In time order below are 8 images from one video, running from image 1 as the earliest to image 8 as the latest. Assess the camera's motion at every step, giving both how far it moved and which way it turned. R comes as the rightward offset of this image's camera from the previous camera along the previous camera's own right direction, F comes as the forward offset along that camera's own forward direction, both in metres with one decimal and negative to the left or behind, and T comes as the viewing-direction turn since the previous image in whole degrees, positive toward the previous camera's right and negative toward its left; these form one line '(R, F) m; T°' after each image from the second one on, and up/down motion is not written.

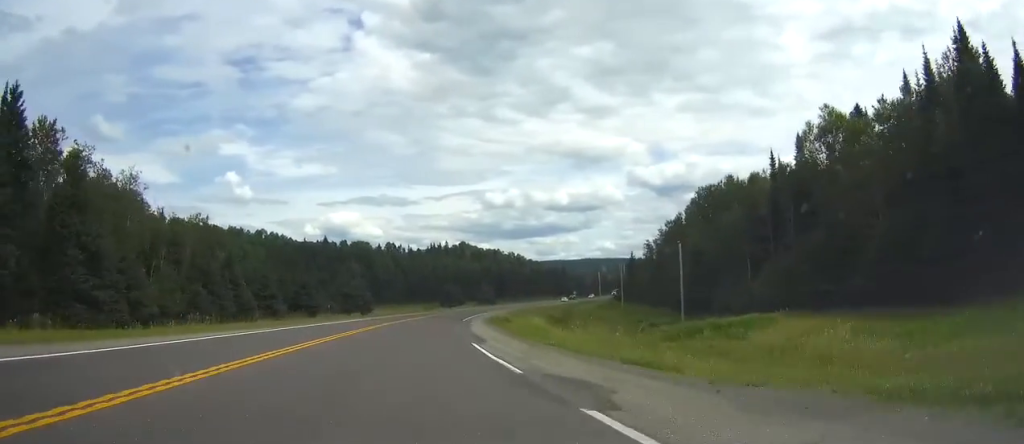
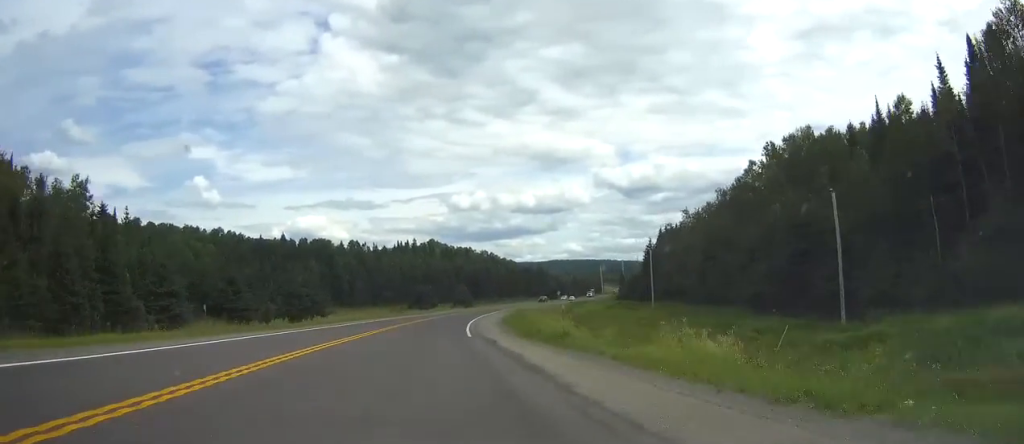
(+3.2, +31.6) m; +9°
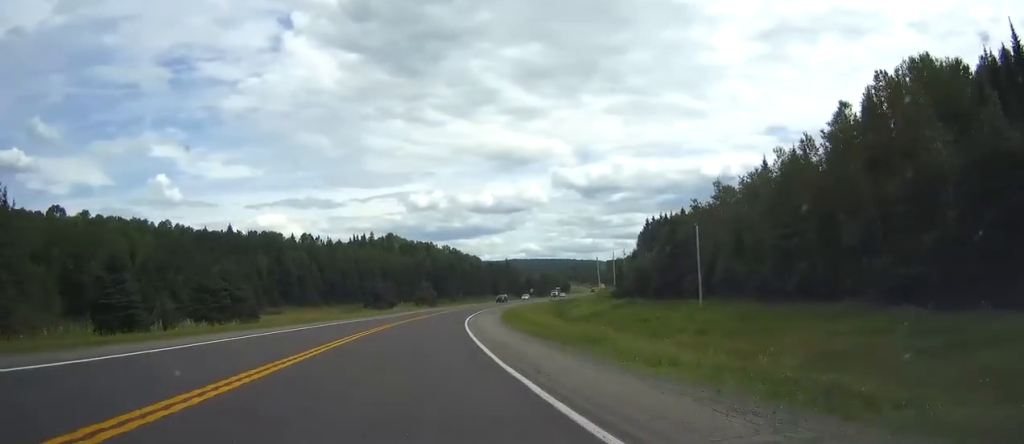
(+1.5, +28.8) m; +3°
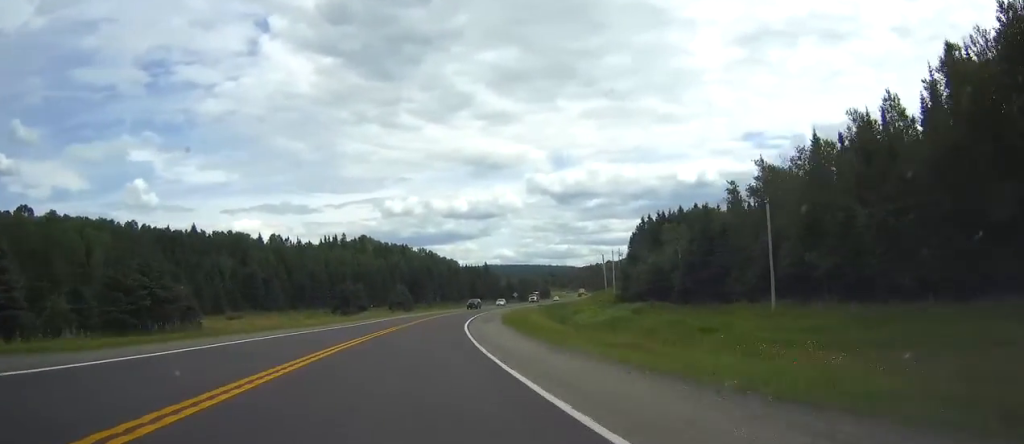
(0.0, +19.5) m; 0°
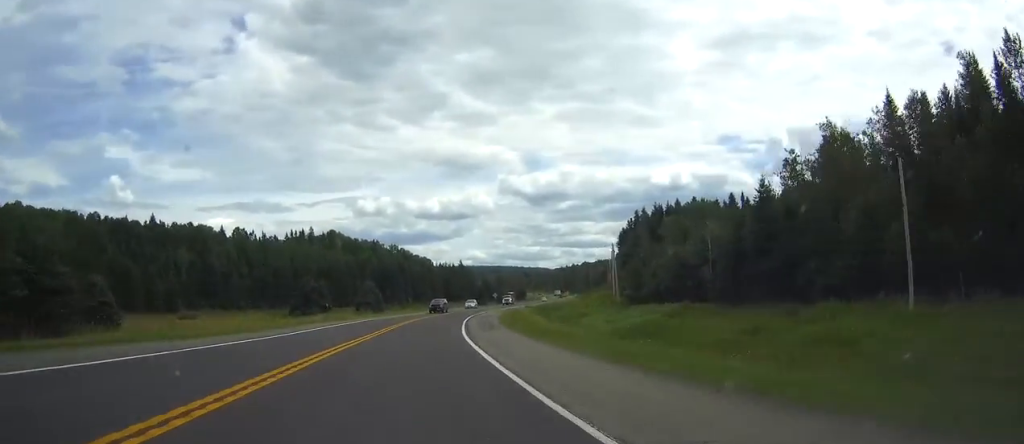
(0.0, +19.5) m; 0°
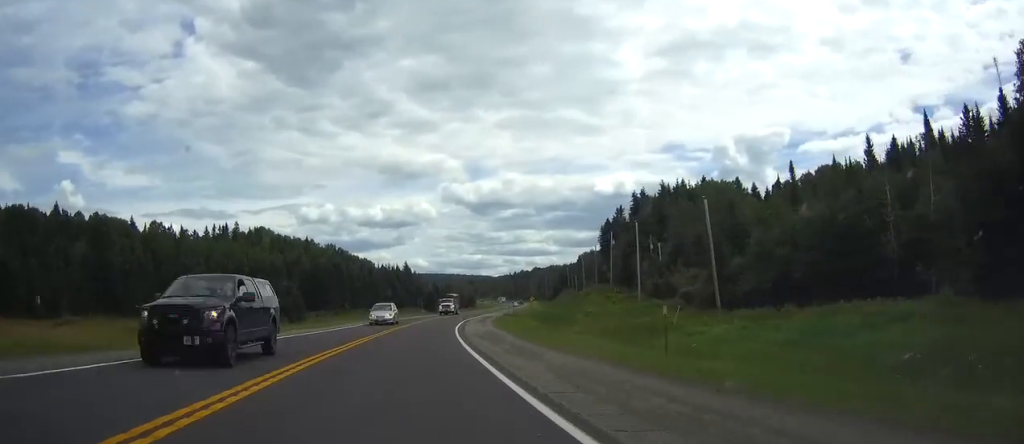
(0.0, +43.1) m; 0°
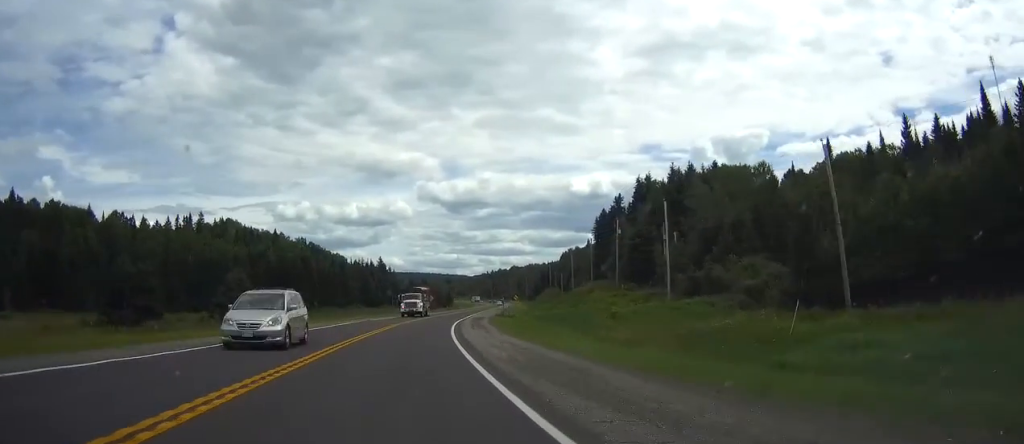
(0.0, +18.4) m; 0°
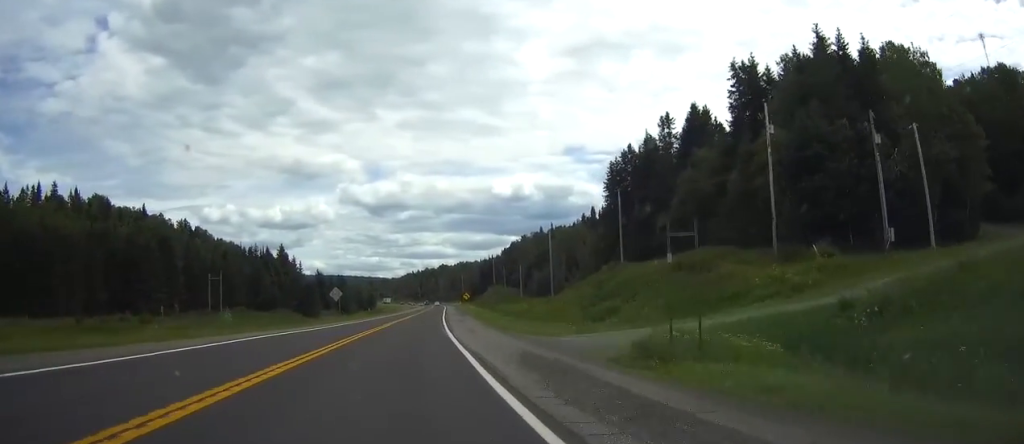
(0.0, +69.3) m; 0°
